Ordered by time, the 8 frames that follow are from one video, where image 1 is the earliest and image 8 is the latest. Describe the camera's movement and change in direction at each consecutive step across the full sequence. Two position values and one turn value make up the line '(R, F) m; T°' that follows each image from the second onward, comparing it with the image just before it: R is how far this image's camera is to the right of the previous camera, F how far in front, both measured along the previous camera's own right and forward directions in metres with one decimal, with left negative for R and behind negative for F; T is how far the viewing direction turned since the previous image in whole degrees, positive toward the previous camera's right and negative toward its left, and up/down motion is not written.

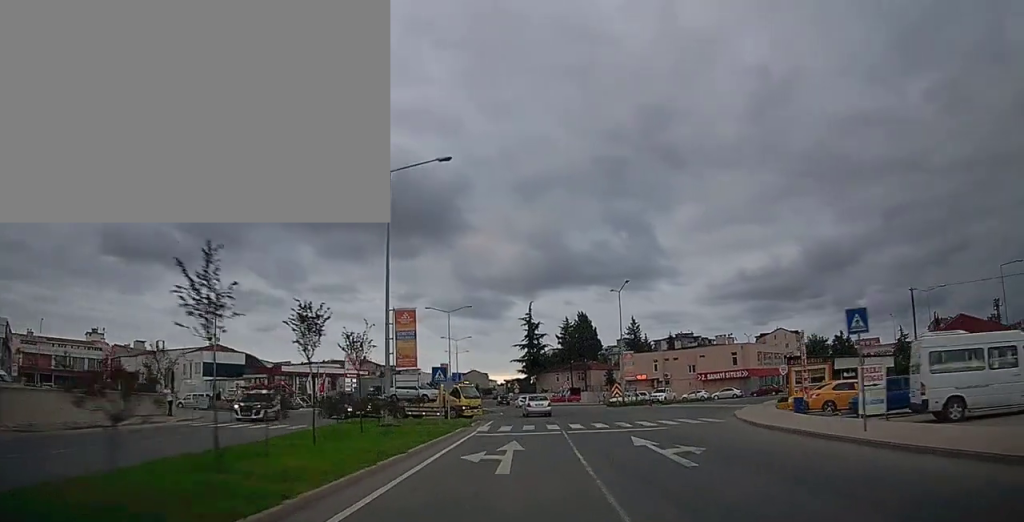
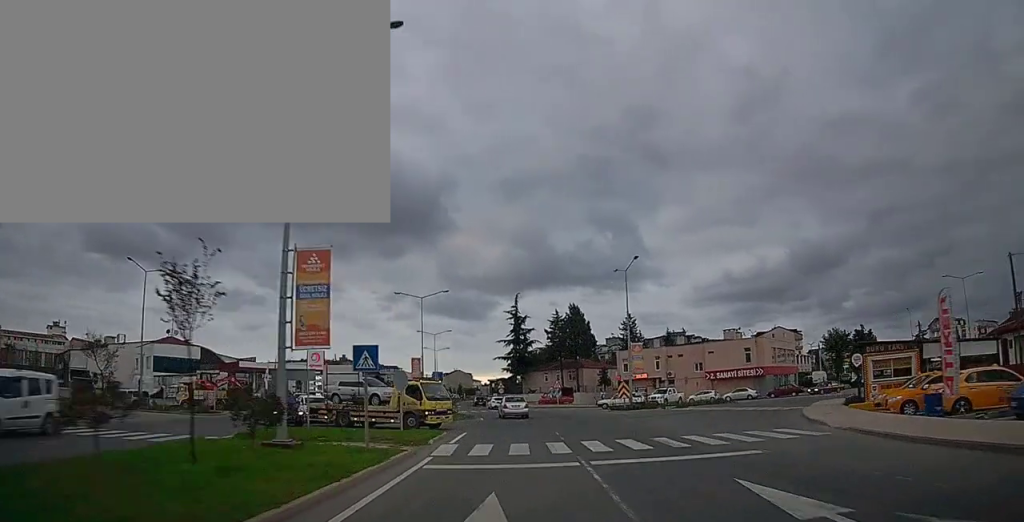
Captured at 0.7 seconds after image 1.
(0.0, +9.7) m; +1°
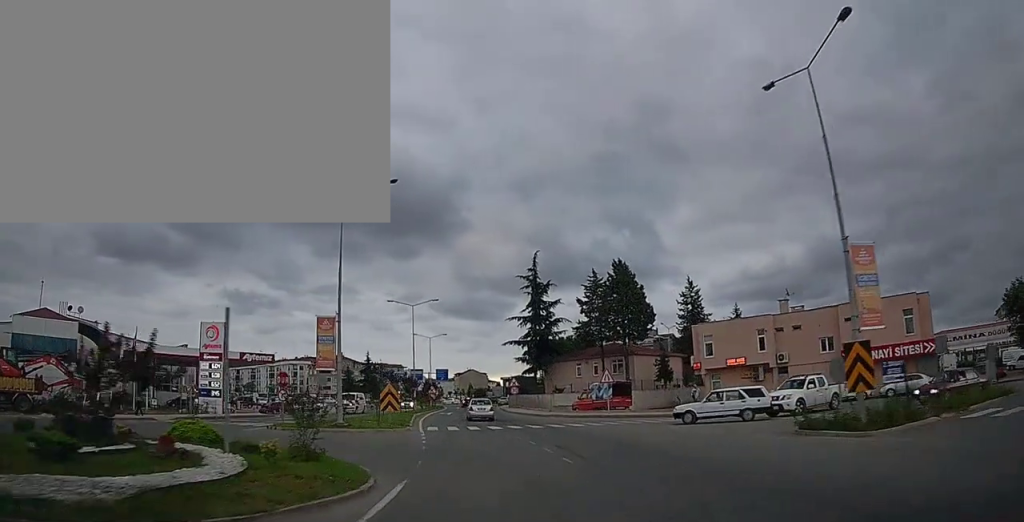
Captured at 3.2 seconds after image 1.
(+0.7, +29.5) m; 0°
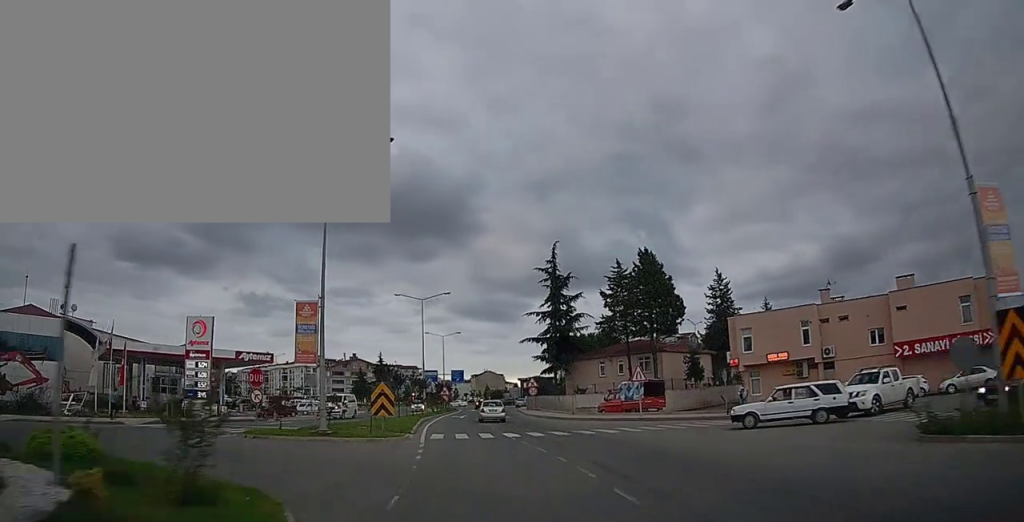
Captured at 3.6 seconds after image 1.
(-0.2, +5.0) m; -2°
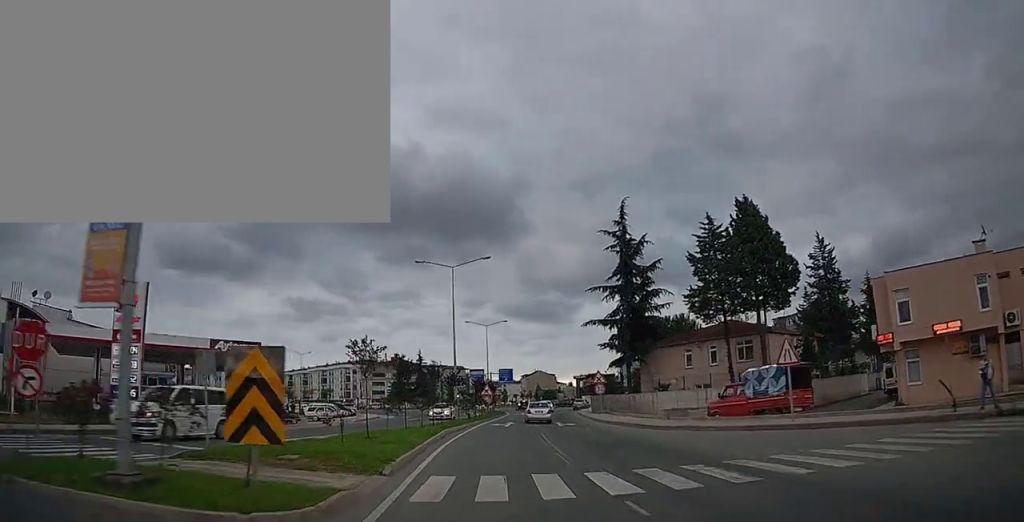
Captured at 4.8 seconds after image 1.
(-0.6, +13.4) m; -4°
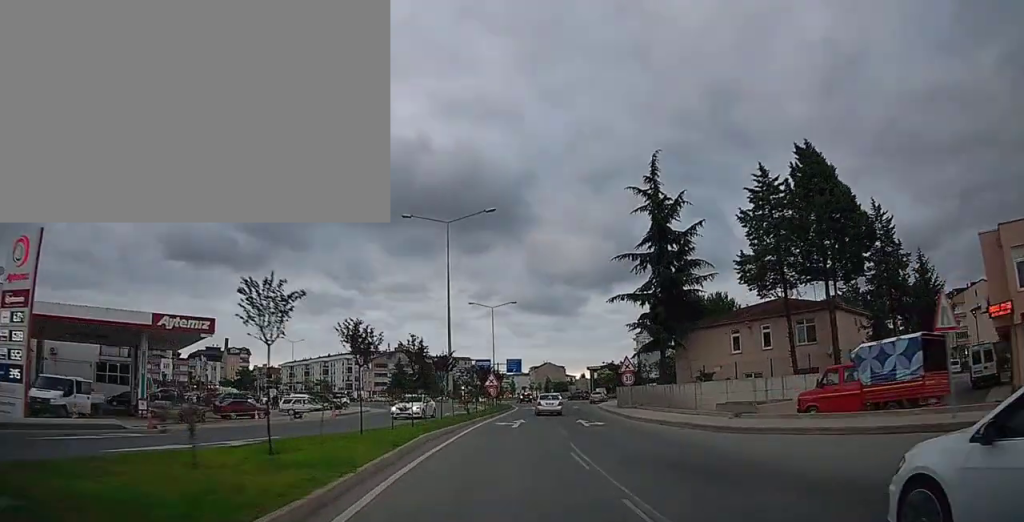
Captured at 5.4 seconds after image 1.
(-0.1, +8.2) m; -1°
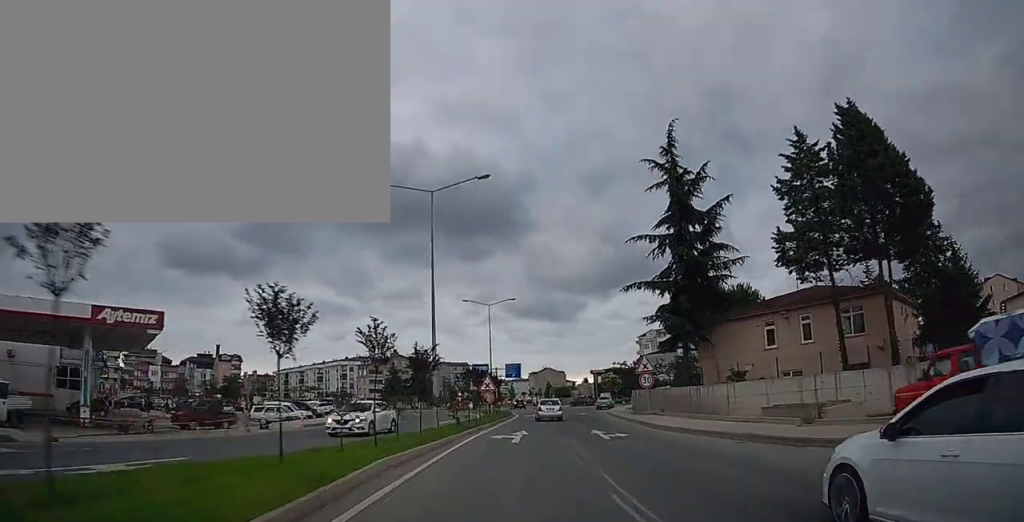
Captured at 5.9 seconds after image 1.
(-0.1, +5.4) m; -1°
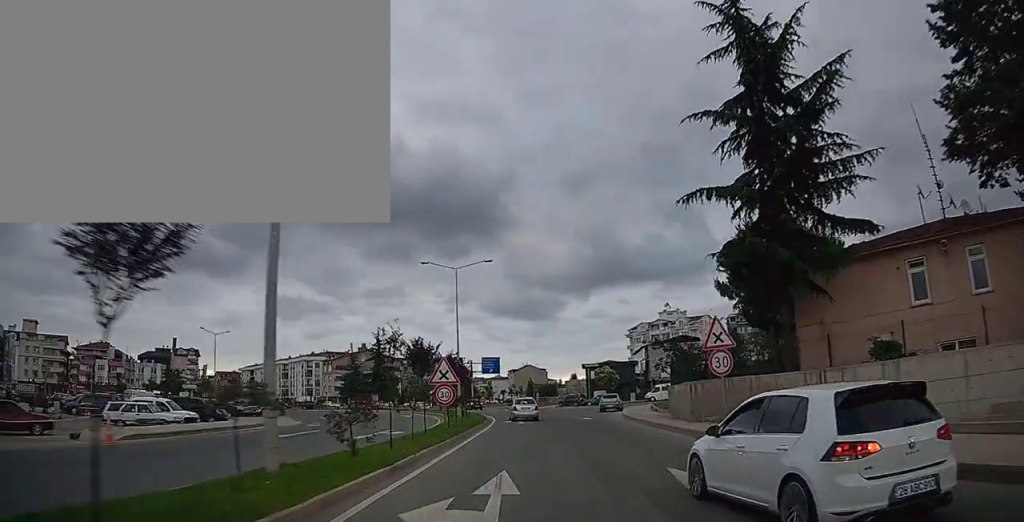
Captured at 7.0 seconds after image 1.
(-0.1, +14.8) m; +1°
